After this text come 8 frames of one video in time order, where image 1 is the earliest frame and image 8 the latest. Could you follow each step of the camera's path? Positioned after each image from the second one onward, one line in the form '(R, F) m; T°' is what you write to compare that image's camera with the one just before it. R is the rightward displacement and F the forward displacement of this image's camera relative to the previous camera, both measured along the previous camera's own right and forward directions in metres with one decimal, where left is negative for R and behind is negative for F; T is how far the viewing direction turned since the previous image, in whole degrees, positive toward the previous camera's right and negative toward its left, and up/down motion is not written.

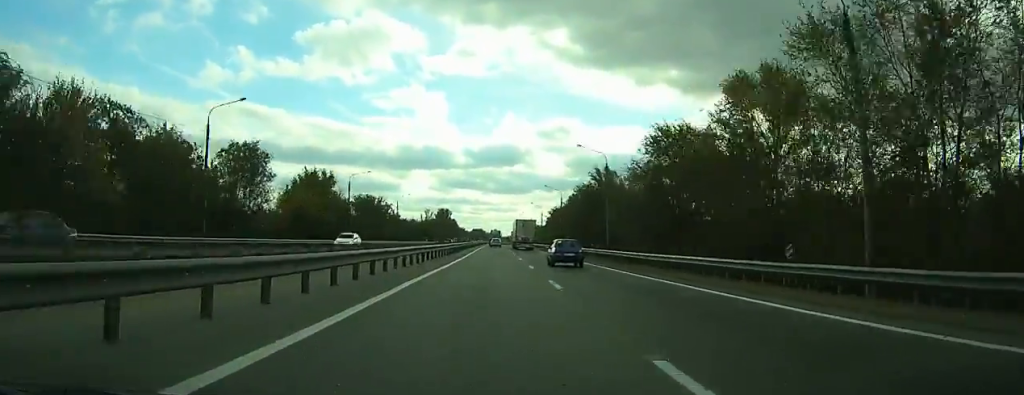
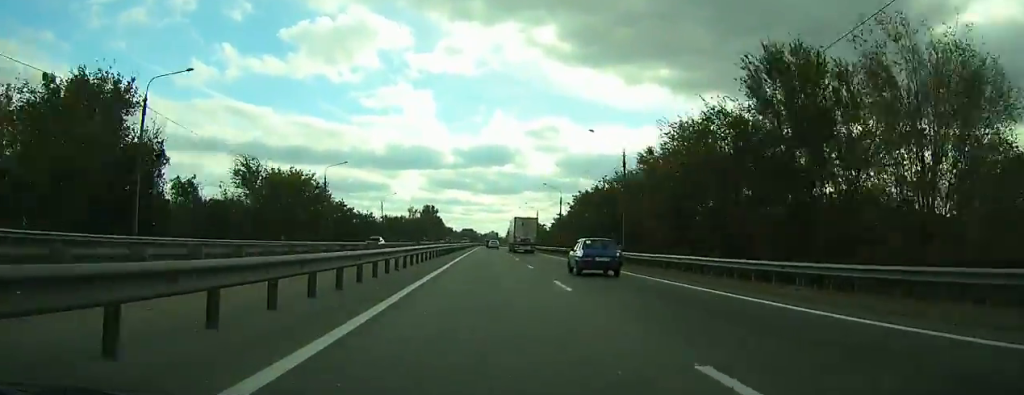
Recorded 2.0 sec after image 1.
(+0.1, +47.6) m; 0°
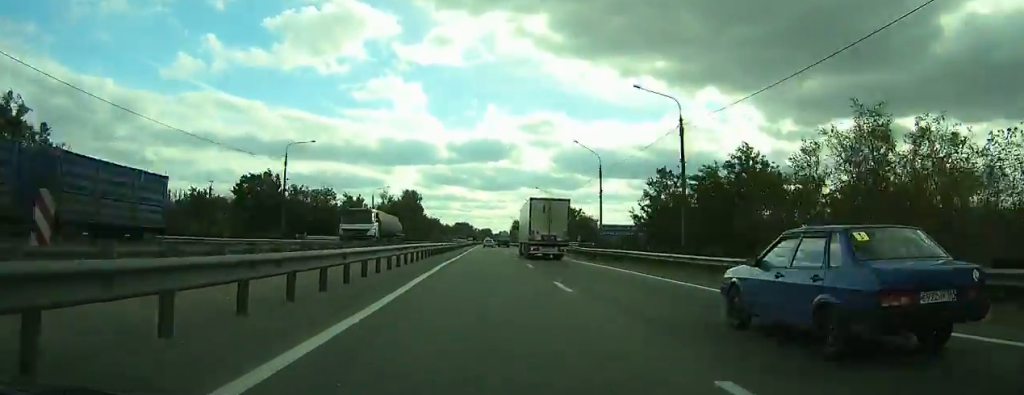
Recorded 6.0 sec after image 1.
(+0.7, +93.8) m; +1°
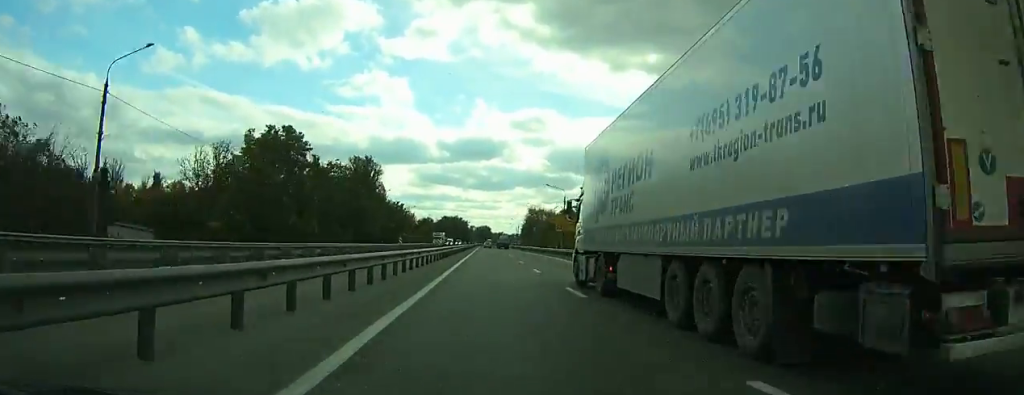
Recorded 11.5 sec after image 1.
(-0.1, +121.9) m; 0°
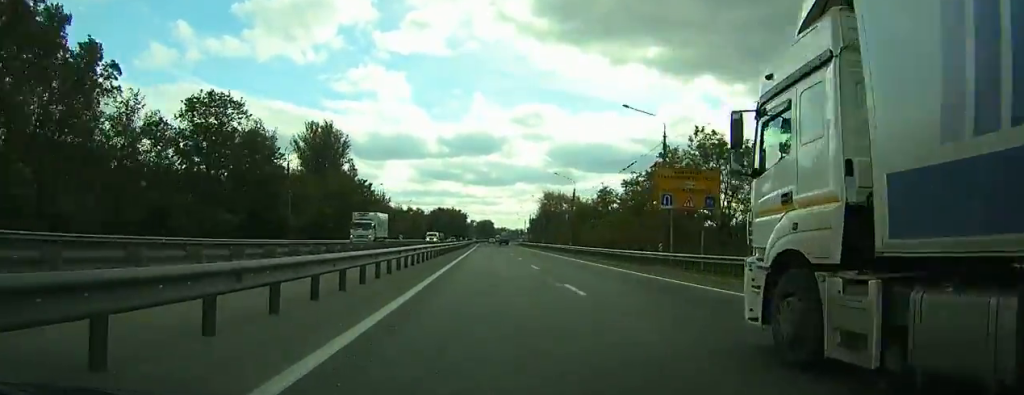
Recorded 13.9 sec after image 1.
(+0.1, +50.2) m; 0°
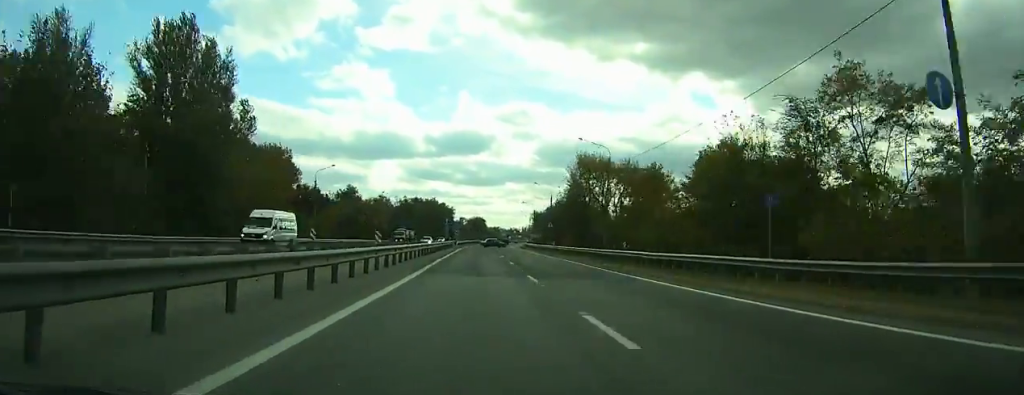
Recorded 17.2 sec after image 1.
(0.0, +67.9) m; 0°
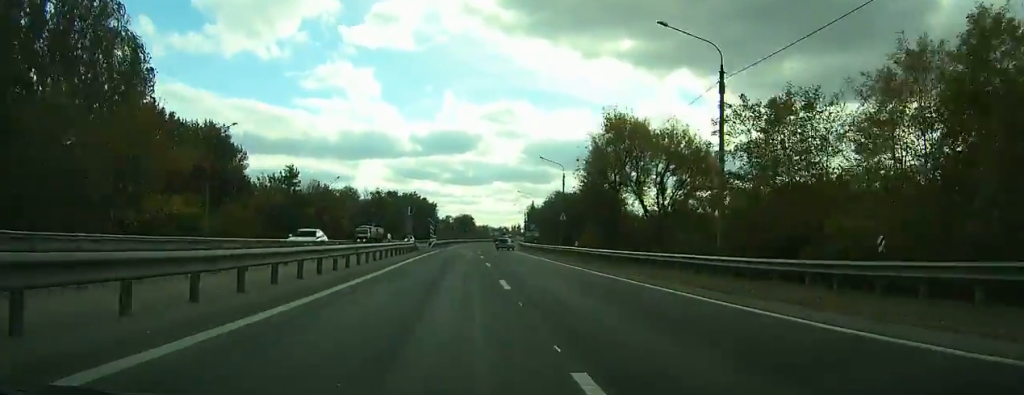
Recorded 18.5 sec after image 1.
(0.0, +26.6) m; 0°
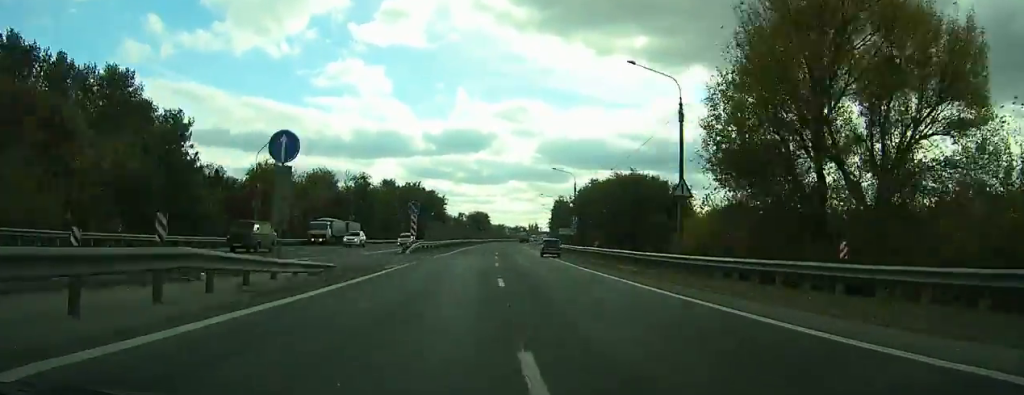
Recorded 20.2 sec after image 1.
(+0.1, +34.7) m; 0°
